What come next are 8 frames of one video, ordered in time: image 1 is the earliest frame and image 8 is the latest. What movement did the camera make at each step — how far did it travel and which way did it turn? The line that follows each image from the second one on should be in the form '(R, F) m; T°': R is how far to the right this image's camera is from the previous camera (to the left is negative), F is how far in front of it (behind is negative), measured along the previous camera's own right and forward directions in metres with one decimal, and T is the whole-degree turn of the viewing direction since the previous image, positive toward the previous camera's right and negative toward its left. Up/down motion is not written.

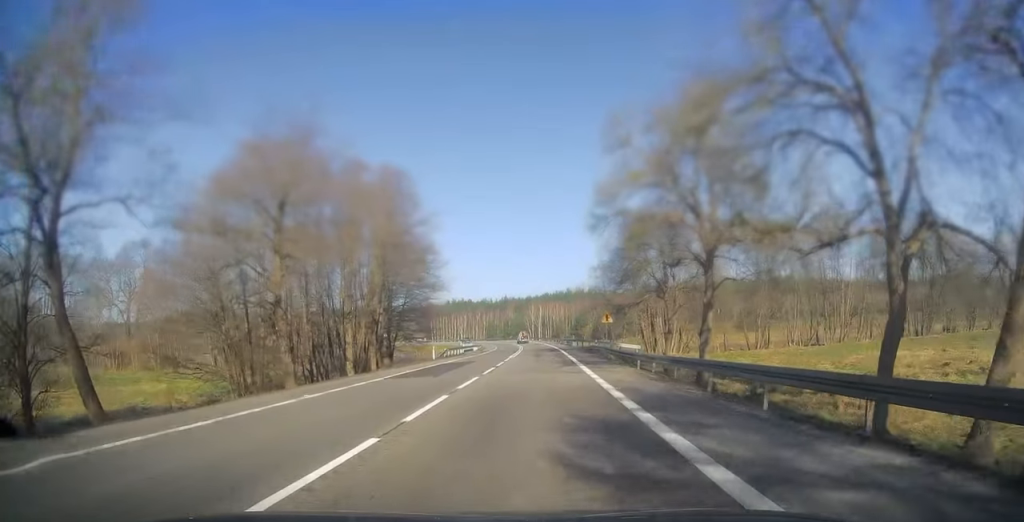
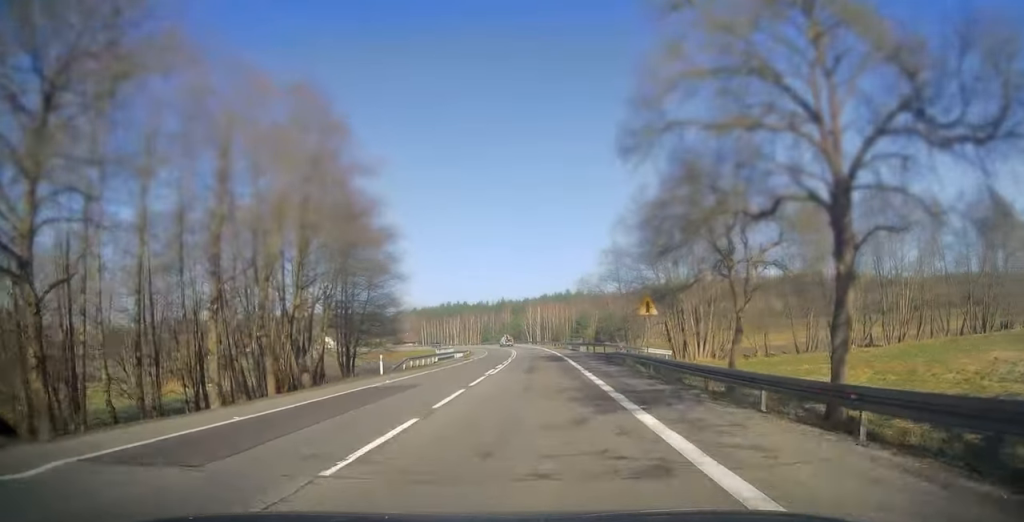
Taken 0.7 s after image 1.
(0.0, +16.0) m; 0°
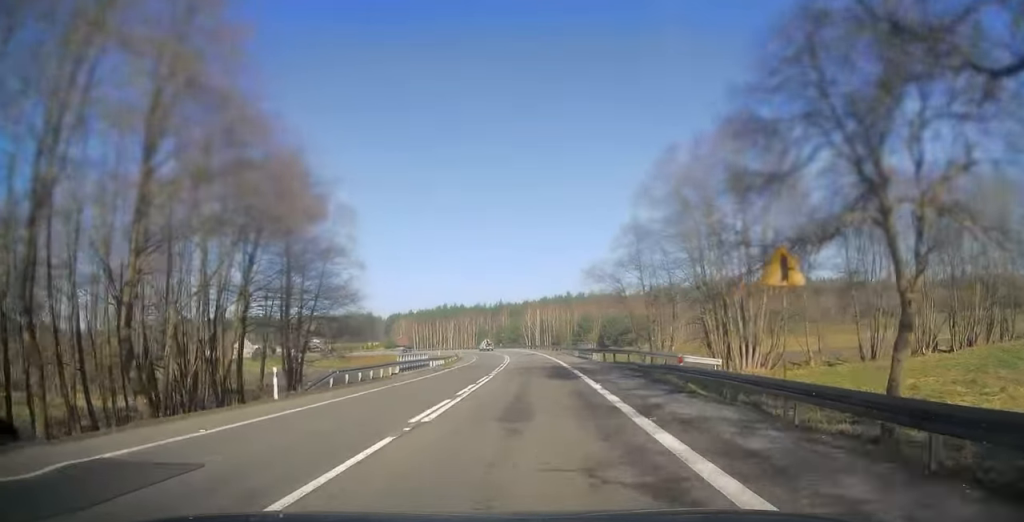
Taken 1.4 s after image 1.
(+0.2, +13.8) m; 0°
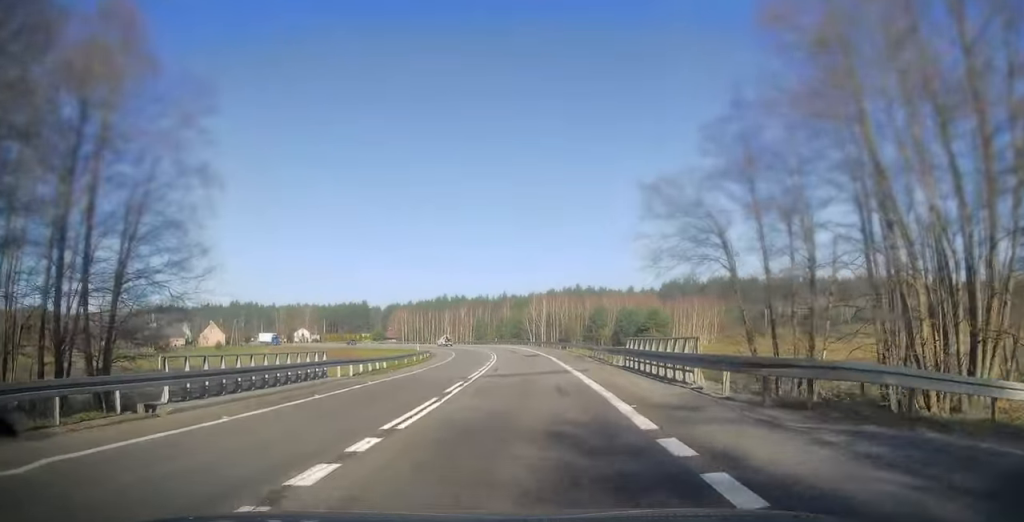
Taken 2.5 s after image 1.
(-0.5, +24.8) m; -1°
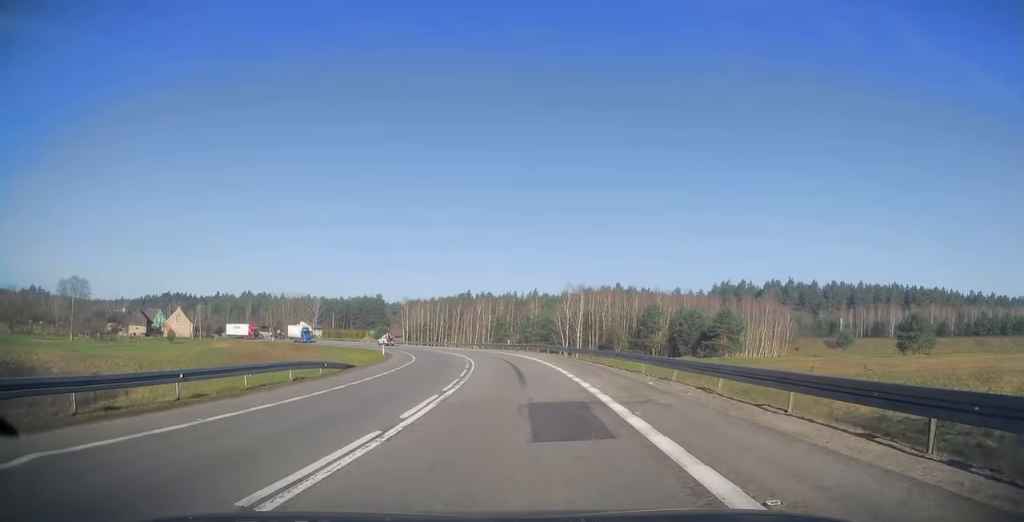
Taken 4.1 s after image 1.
(-0.8, +35.7) m; -5°
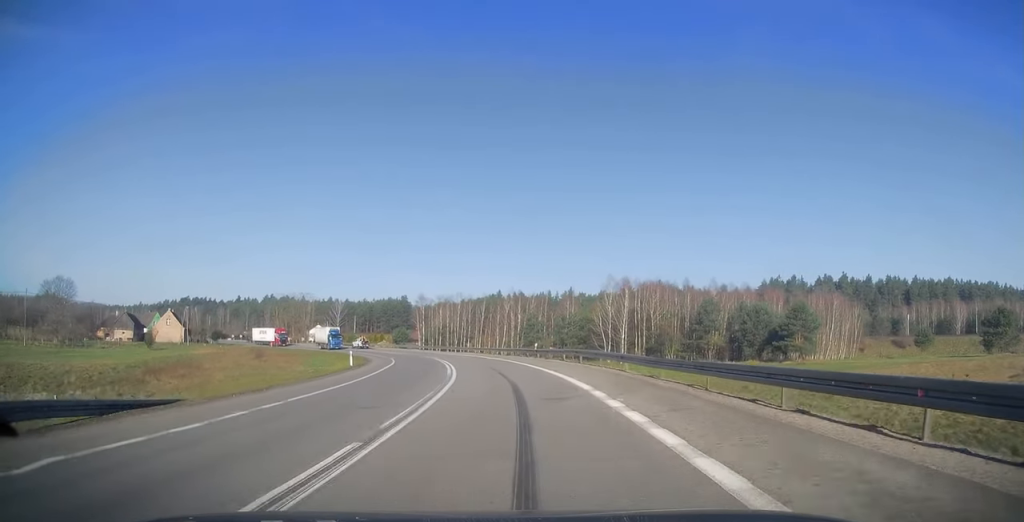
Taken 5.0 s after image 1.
(-1.0, +19.6) m; -5°
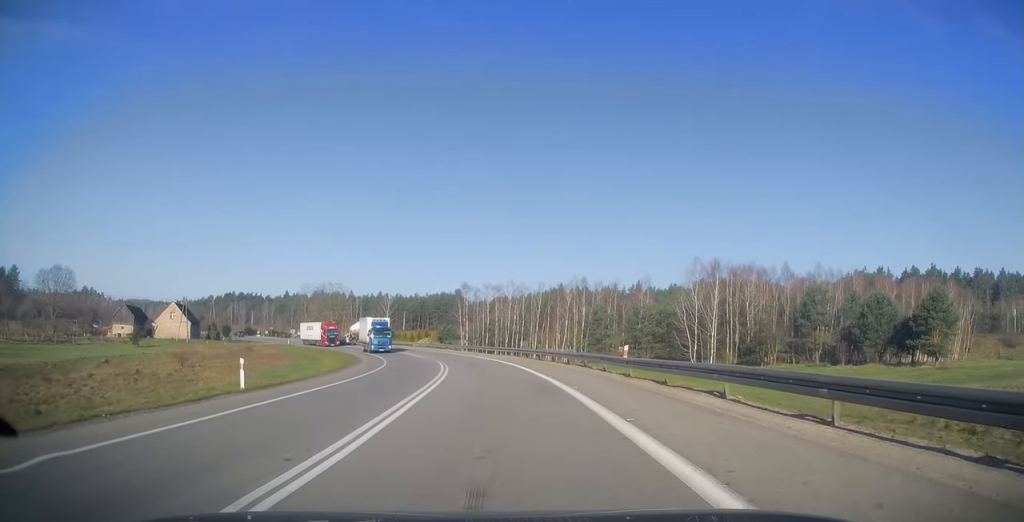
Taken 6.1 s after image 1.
(-0.8, +22.1) m; -6°
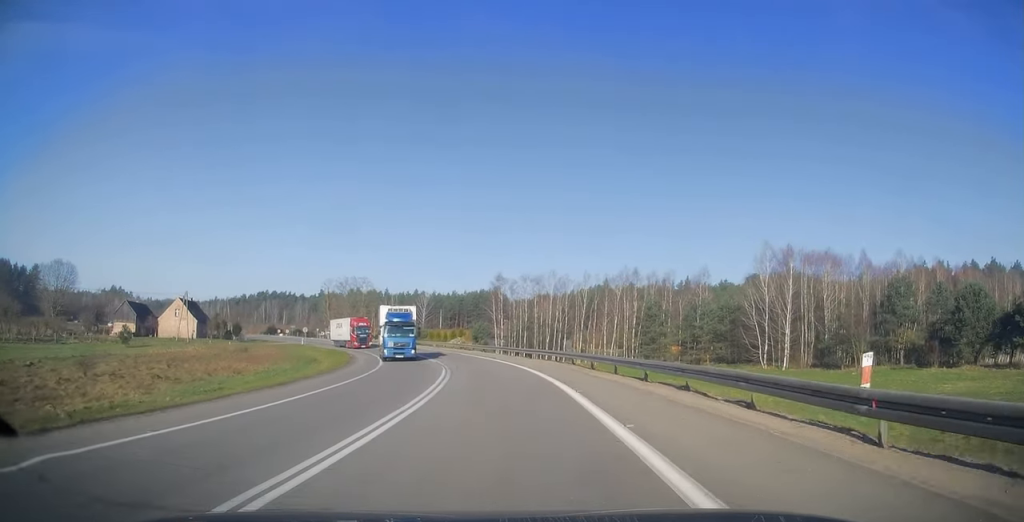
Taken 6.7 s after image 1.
(-0.5, +12.9) m; -4°
